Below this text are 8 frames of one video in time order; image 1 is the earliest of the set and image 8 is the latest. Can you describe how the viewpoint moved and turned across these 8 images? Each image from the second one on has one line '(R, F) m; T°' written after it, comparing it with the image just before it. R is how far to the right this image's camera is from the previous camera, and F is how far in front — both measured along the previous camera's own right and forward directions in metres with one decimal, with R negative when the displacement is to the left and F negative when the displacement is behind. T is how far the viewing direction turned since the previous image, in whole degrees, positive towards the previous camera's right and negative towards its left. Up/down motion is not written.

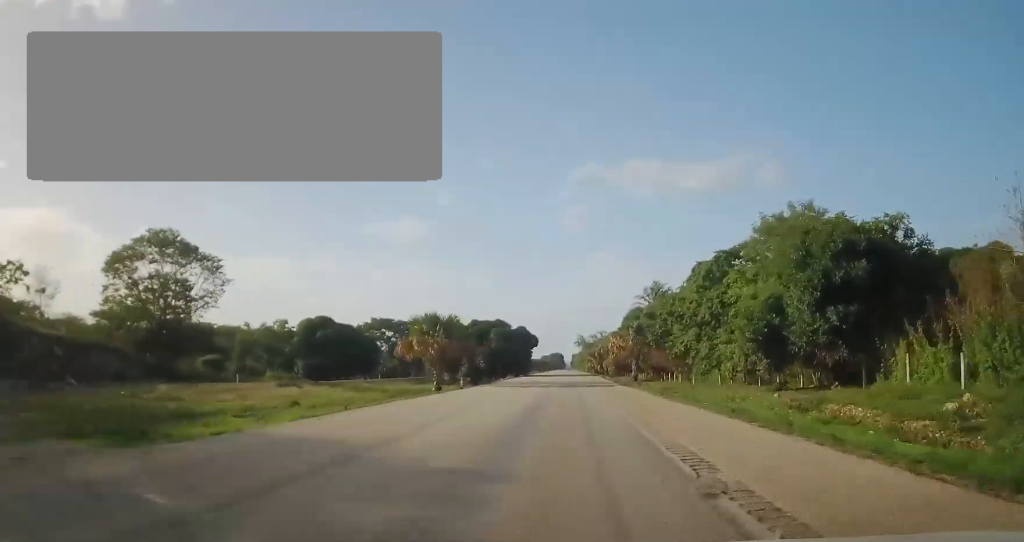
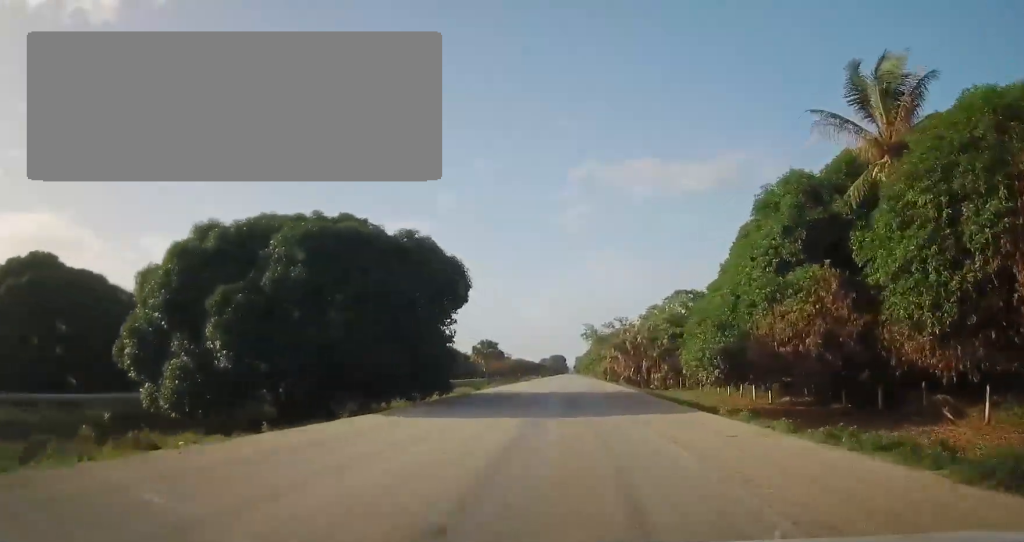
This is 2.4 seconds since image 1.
(-0.2, +69.0) m; -1°
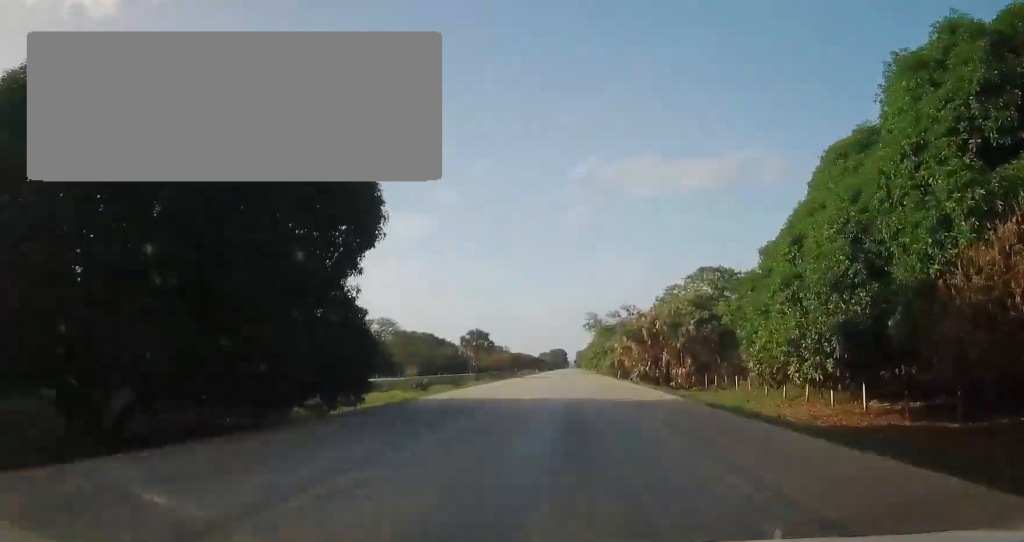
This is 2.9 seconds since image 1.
(0.0, +14.3) m; 0°
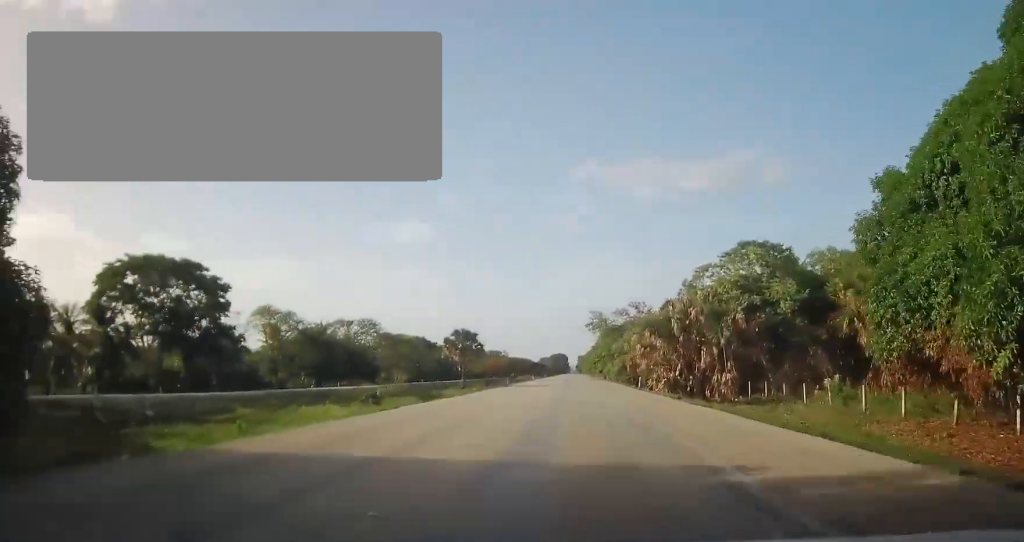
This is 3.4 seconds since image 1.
(0.0, +15.2) m; 0°
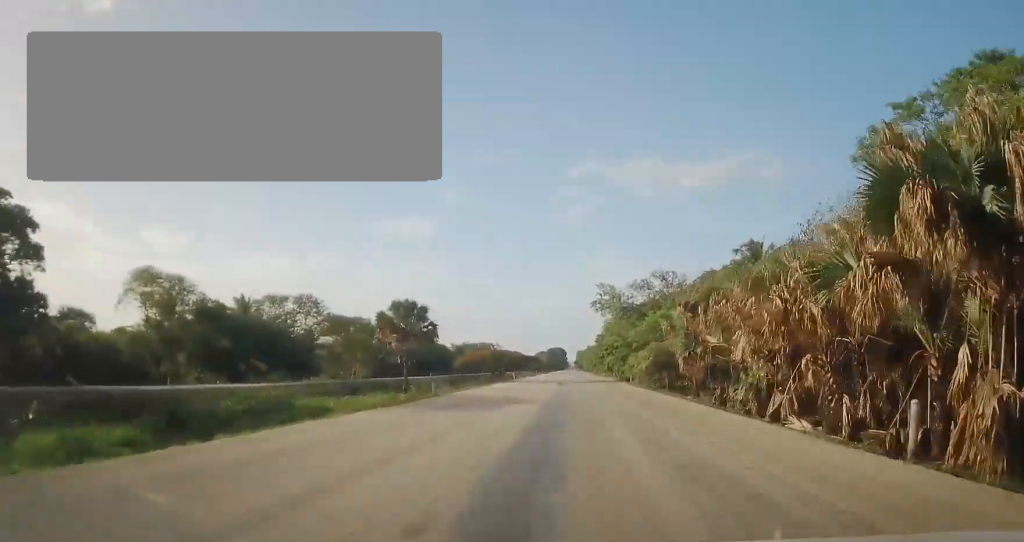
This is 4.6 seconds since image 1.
(0.0, +32.3) m; 0°
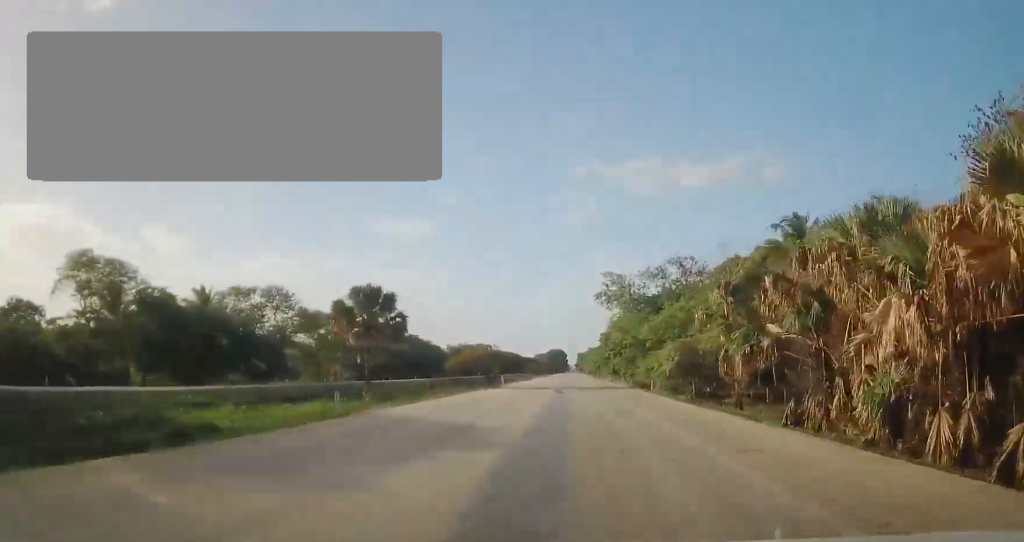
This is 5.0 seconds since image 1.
(0.0, +11.9) m; 0°
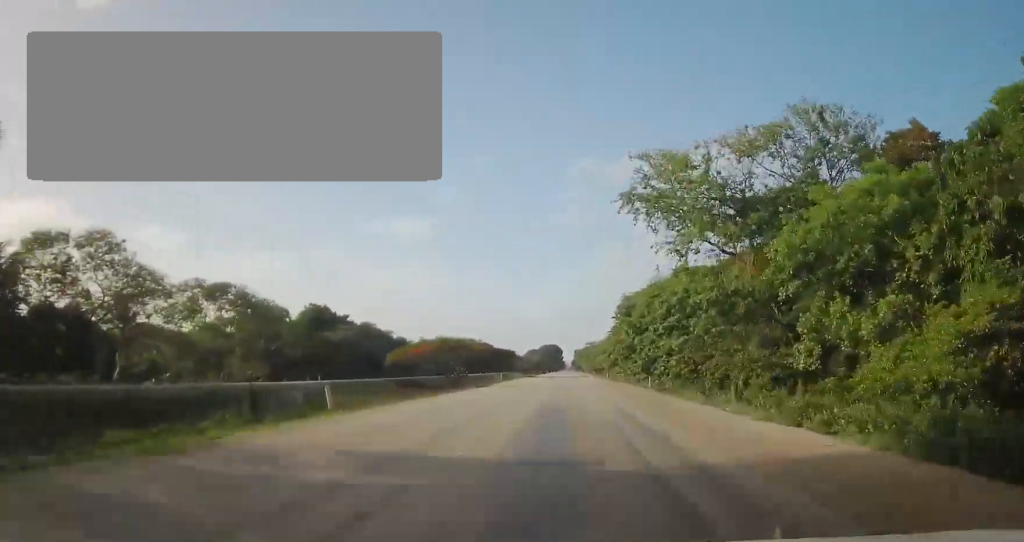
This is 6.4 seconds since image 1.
(0.0, +40.0) m; +1°
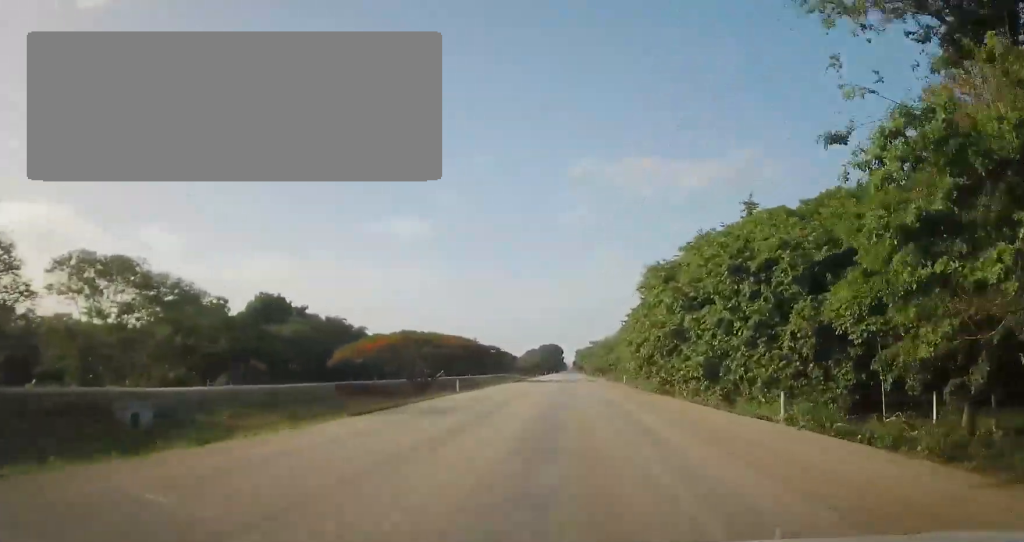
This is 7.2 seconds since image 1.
(+0.2, +22.4) m; 0°
